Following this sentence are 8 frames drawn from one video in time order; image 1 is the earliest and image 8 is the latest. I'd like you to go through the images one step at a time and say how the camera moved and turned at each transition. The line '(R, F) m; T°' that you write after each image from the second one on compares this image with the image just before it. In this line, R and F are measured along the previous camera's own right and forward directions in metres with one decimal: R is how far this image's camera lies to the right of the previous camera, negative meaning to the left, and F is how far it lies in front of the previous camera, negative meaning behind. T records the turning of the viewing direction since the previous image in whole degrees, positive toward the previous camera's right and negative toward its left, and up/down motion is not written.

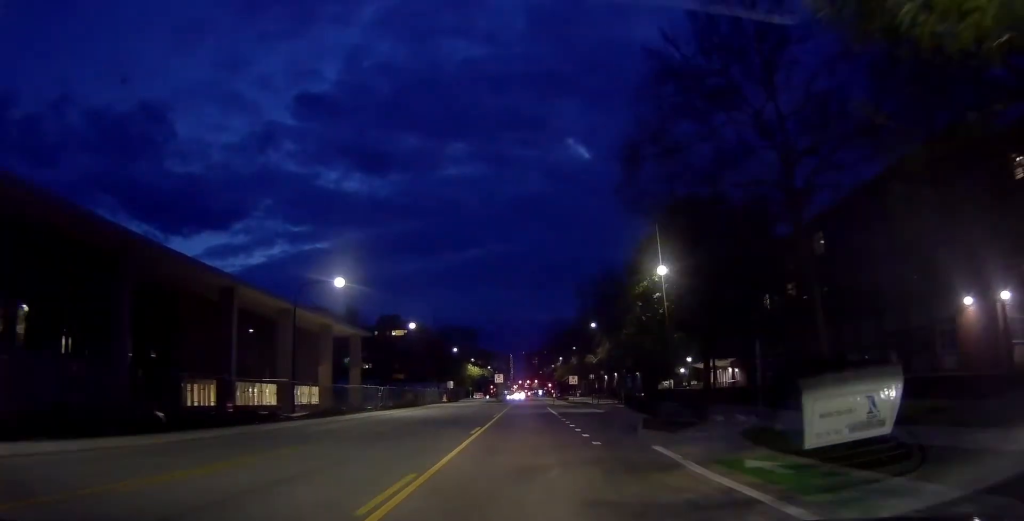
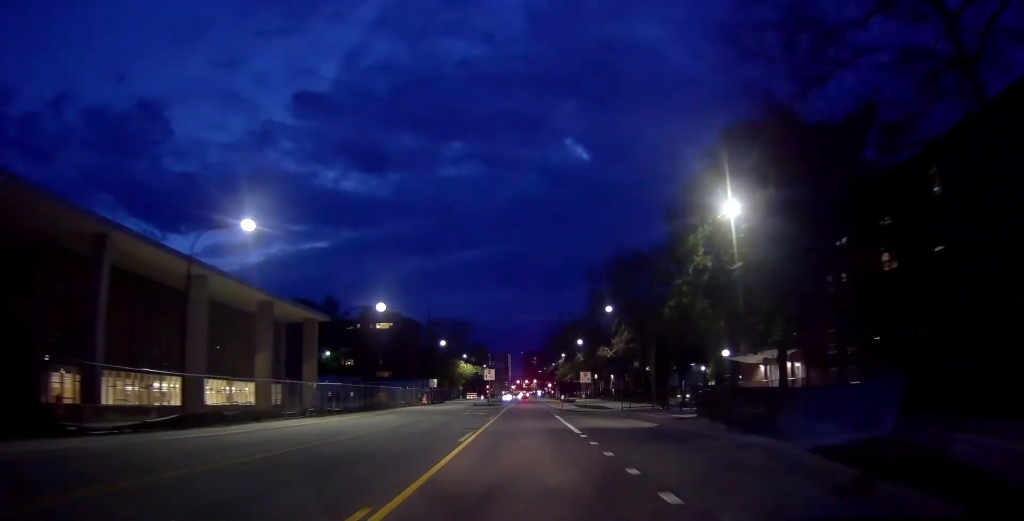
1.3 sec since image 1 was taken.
(0.0, +15.1) m; -2°
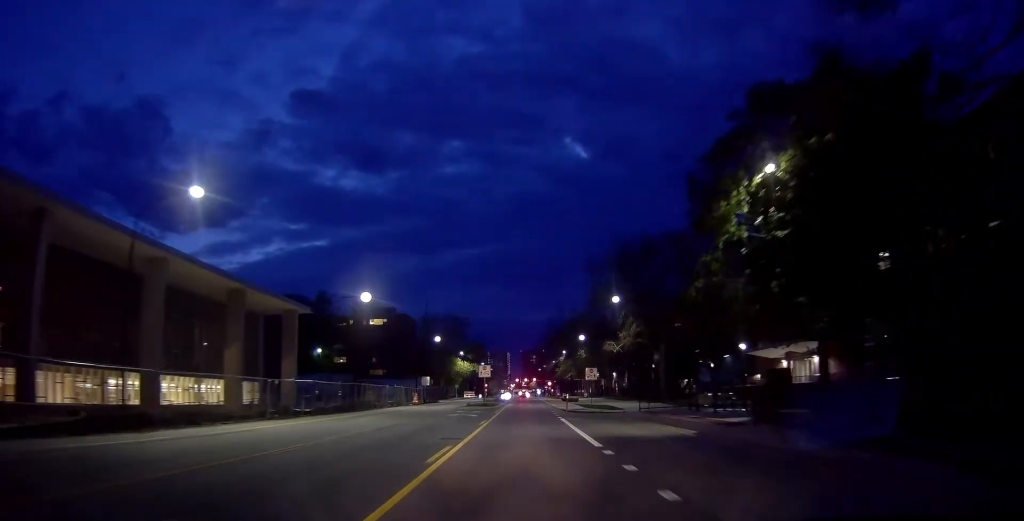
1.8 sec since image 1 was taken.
(-0.1, +4.9) m; 0°
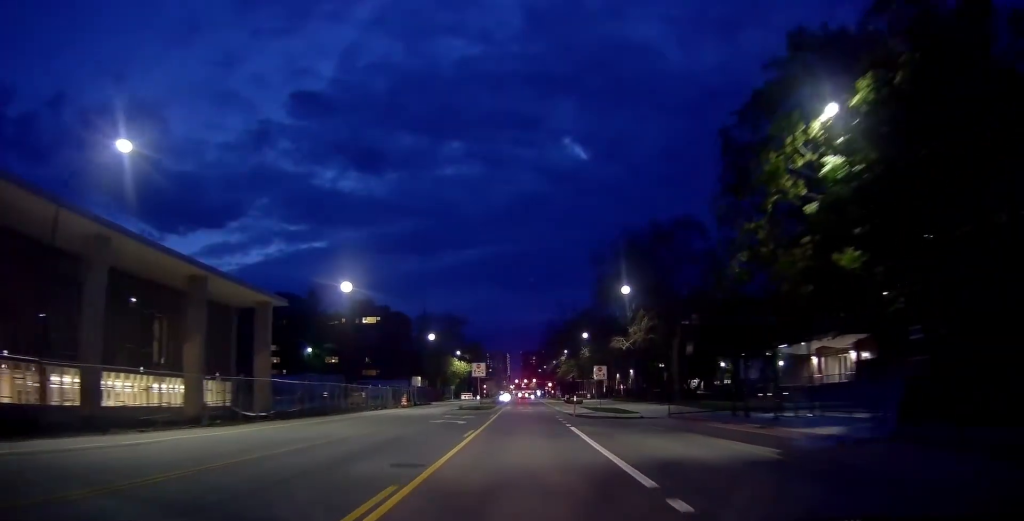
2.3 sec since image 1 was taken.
(-0.3, +5.6) m; 0°
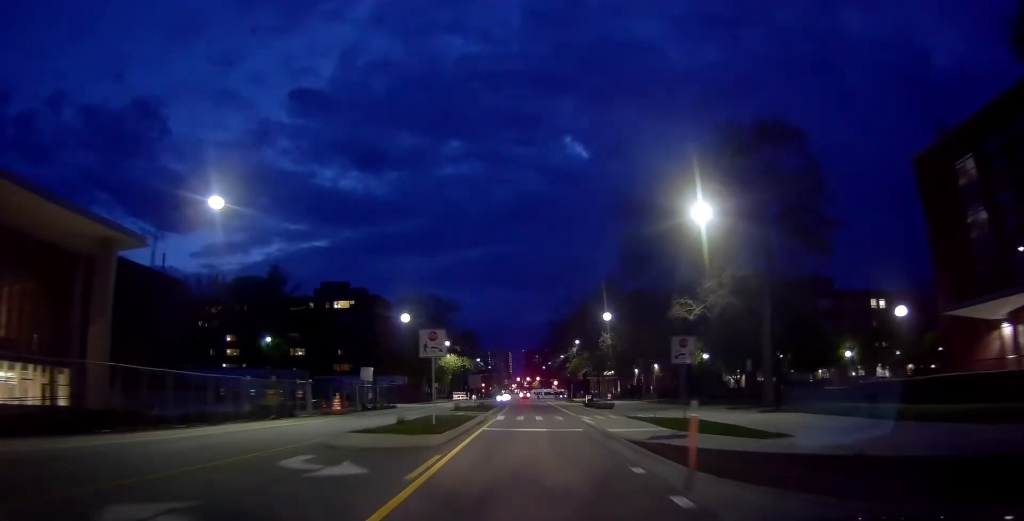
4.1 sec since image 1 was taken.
(+1.3, +21.0) m; +5°
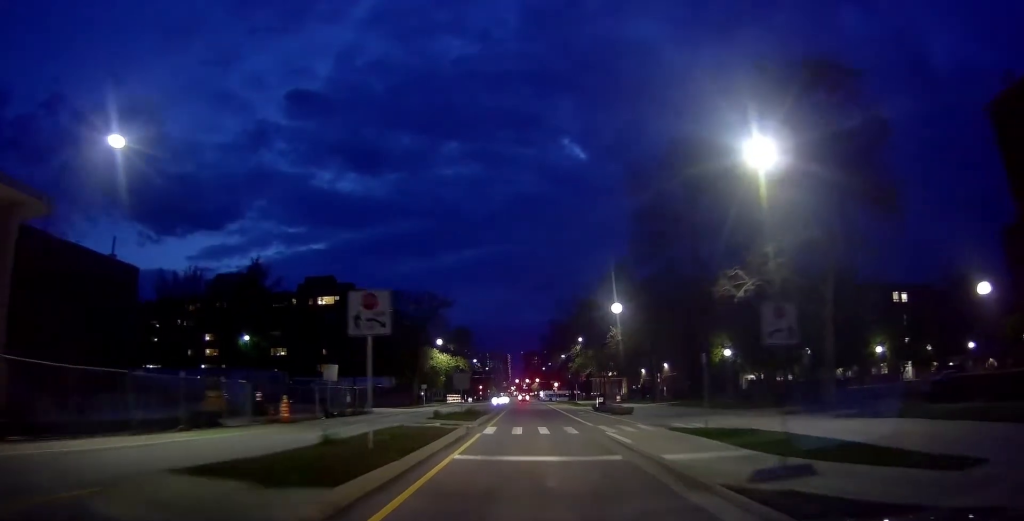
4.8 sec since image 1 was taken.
(+0.1, +7.8) m; 0°
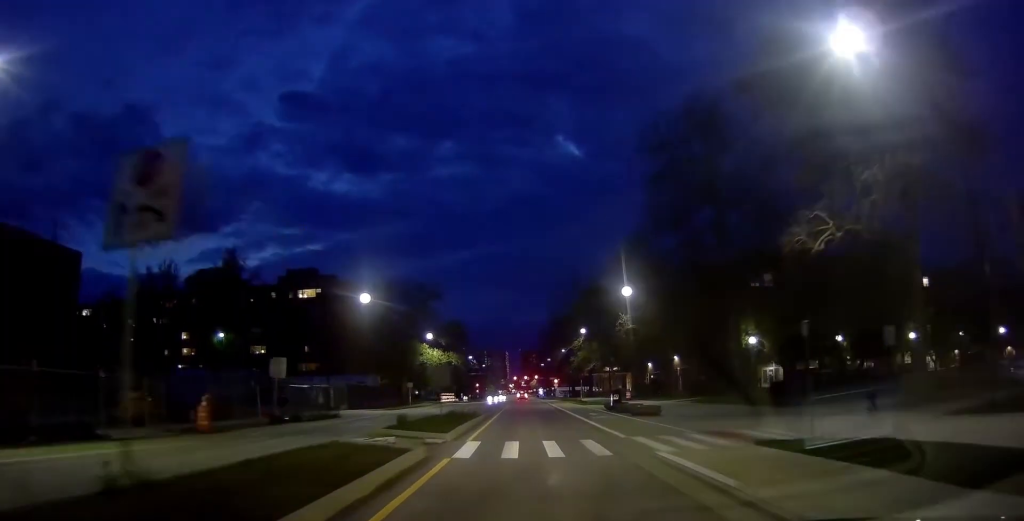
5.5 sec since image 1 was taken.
(-0.3, +7.0) m; 0°
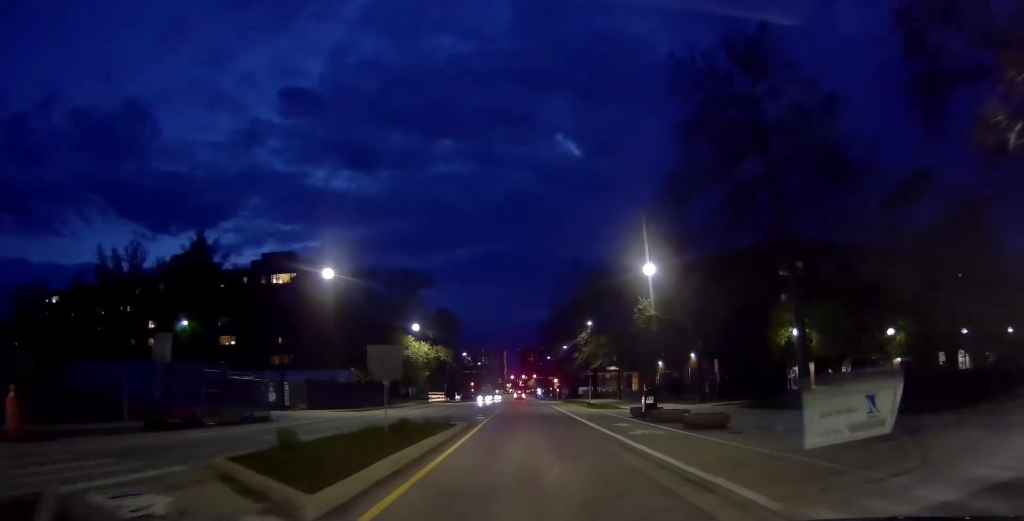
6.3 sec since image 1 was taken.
(+0.4, +9.5) m; 0°
